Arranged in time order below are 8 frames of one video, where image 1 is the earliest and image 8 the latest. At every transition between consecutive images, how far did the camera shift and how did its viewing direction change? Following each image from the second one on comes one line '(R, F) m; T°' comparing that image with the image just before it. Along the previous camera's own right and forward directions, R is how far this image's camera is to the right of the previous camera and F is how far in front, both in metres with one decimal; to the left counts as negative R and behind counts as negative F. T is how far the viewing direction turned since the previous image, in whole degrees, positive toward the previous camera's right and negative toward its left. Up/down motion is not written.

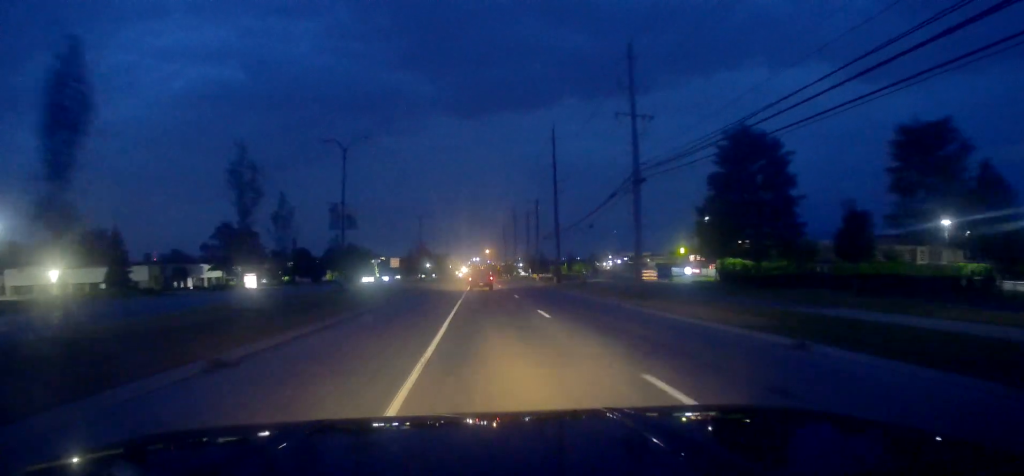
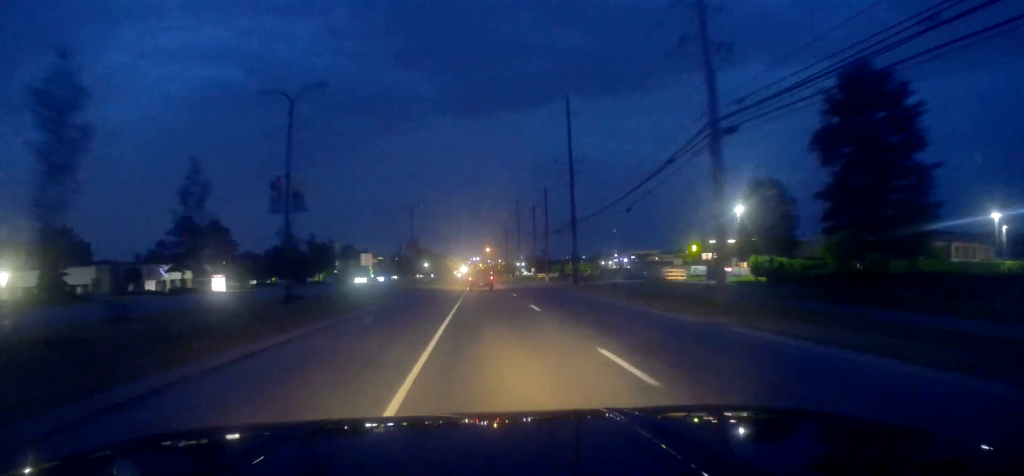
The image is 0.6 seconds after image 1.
(+0.4, +12.7) m; +1°
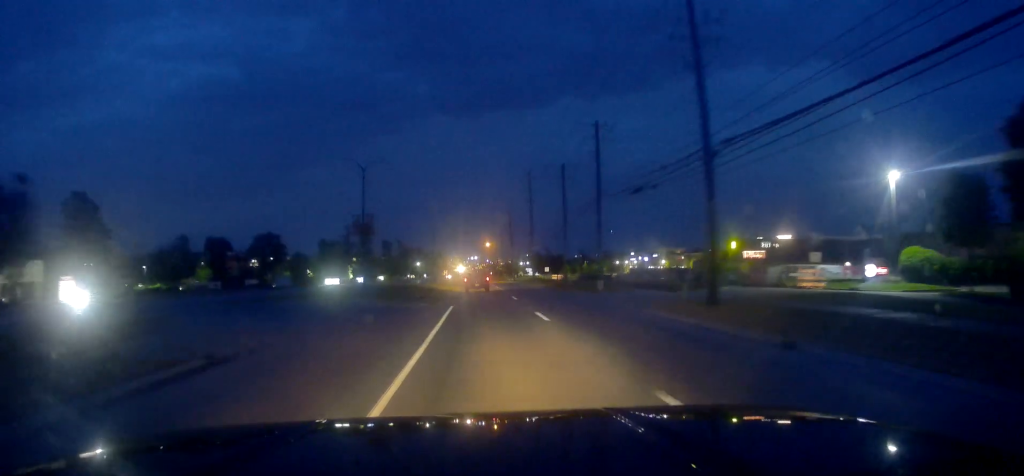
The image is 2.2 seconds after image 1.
(+0.1, +35.3) m; 0°
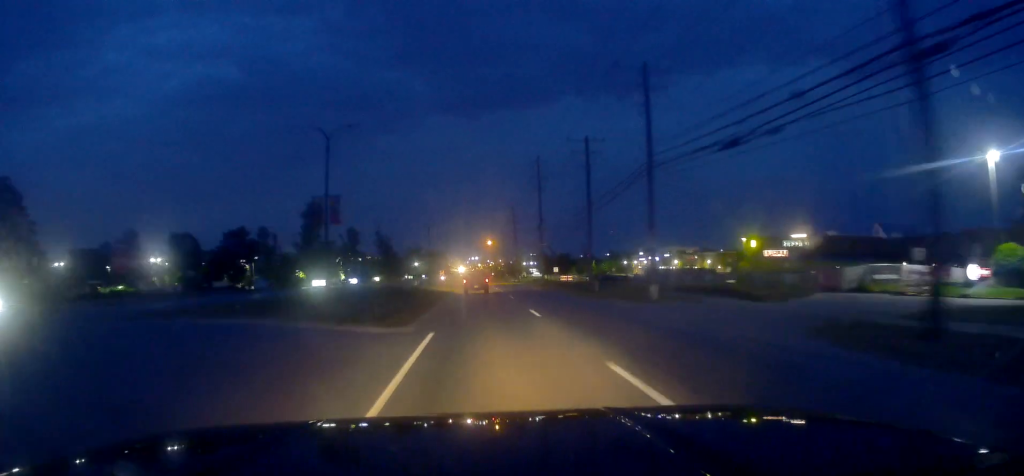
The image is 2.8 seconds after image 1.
(+0.3, +12.9) m; -1°
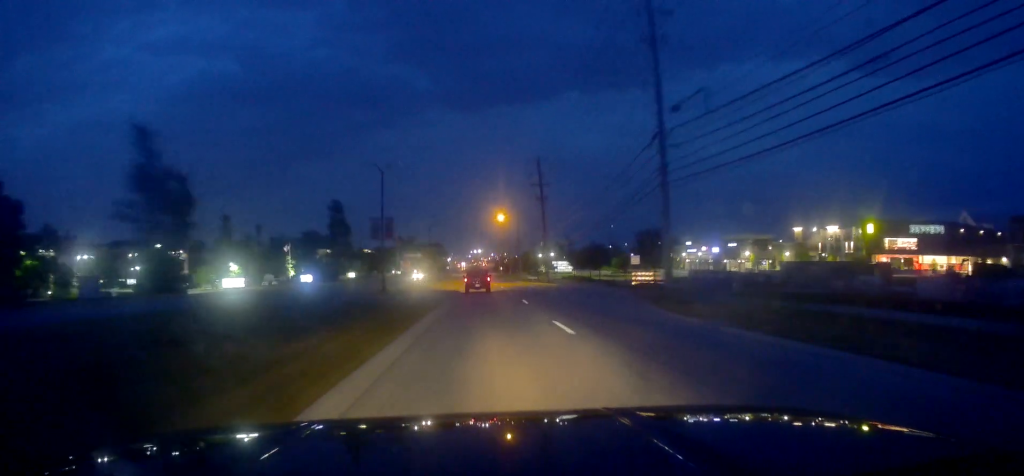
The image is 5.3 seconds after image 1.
(-0.3, +53.0) m; 0°
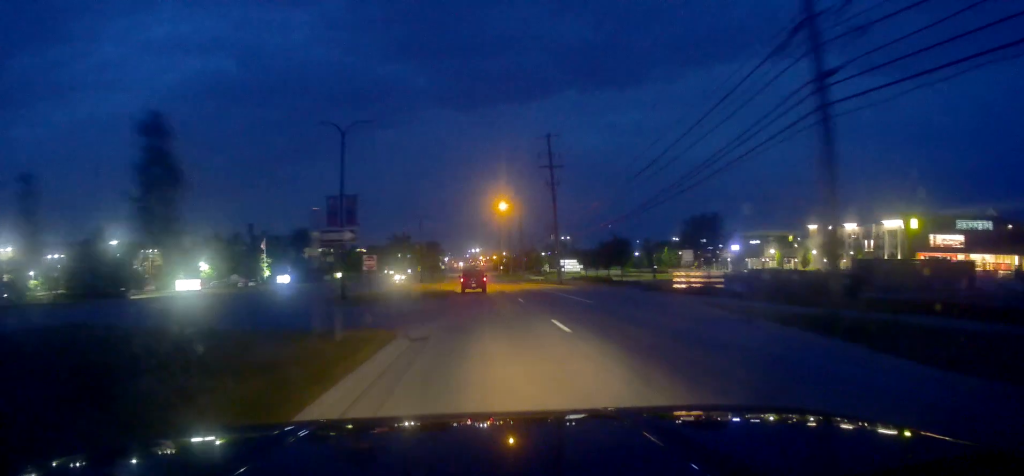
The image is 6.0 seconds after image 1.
(-0.5, +15.4) m; 0°
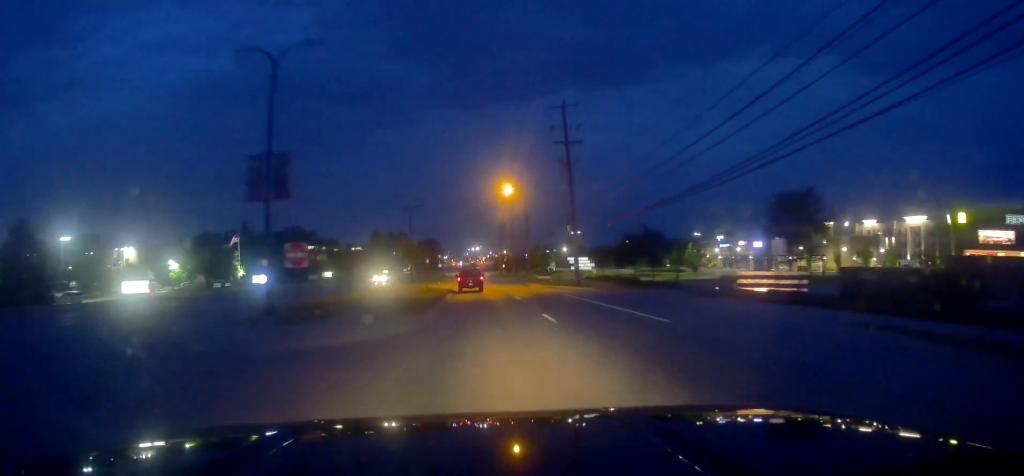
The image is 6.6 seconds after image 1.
(+0.5, +13.1) m; +1°
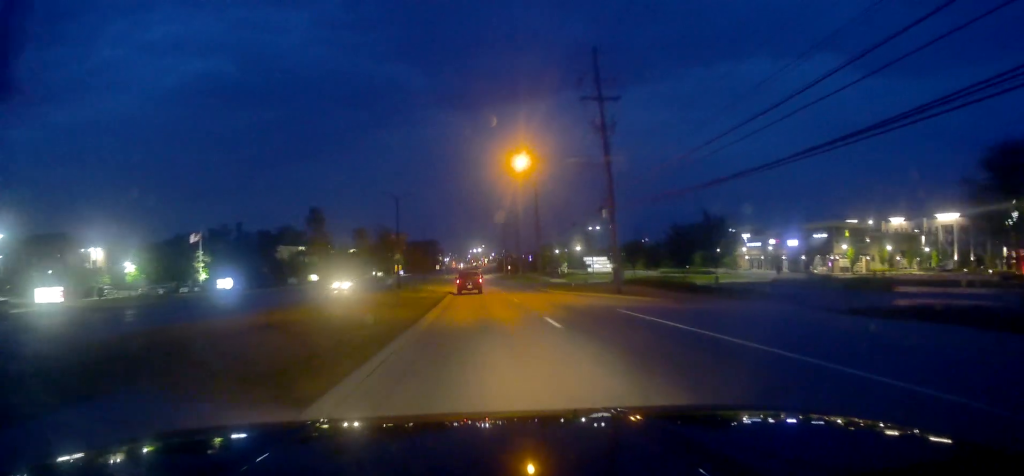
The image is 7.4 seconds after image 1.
(0.0, +15.8) m; 0°
